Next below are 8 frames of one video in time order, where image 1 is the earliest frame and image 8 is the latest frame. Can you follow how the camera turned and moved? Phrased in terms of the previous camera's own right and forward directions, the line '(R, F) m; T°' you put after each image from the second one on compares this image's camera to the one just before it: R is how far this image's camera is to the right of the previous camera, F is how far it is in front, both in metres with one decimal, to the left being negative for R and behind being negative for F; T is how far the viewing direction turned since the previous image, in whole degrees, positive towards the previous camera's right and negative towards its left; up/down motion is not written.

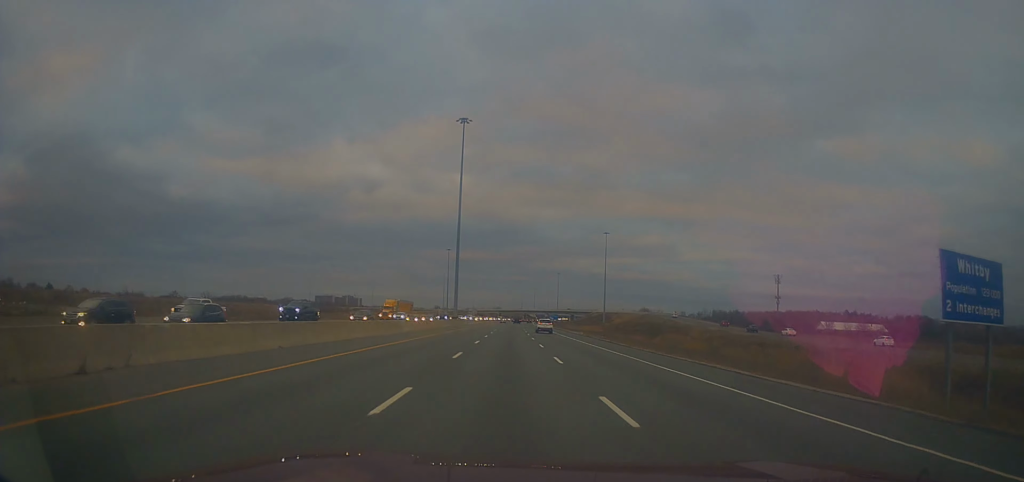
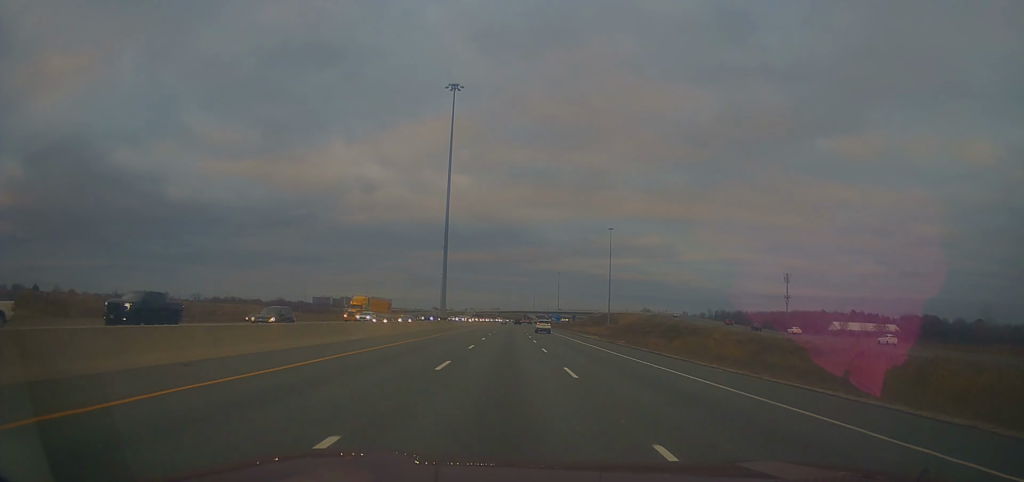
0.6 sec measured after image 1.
(0.0, +16.2) m; 0°
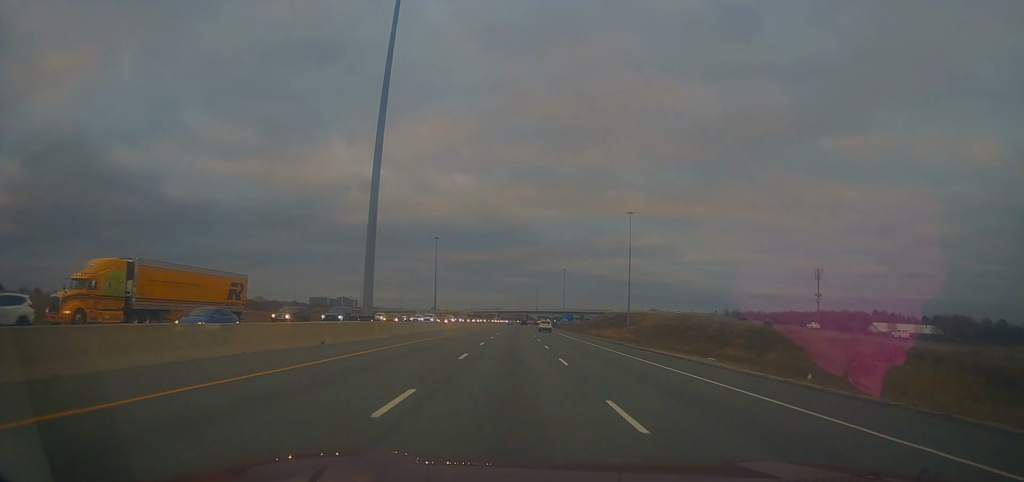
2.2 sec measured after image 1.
(-0.6, +43.1) m; -1°
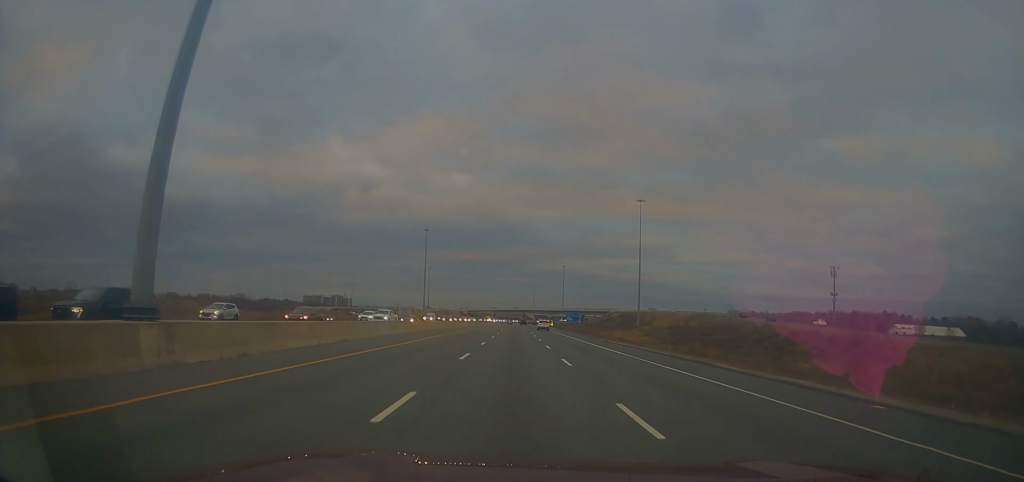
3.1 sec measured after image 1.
(-0.1, +24.3) m; +1°
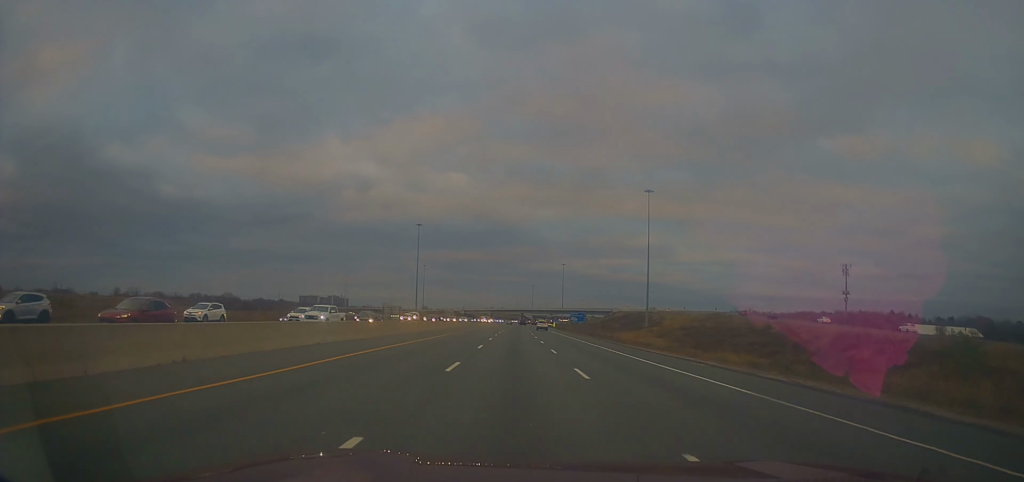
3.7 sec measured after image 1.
(+0.2, +16.2) m; +1°
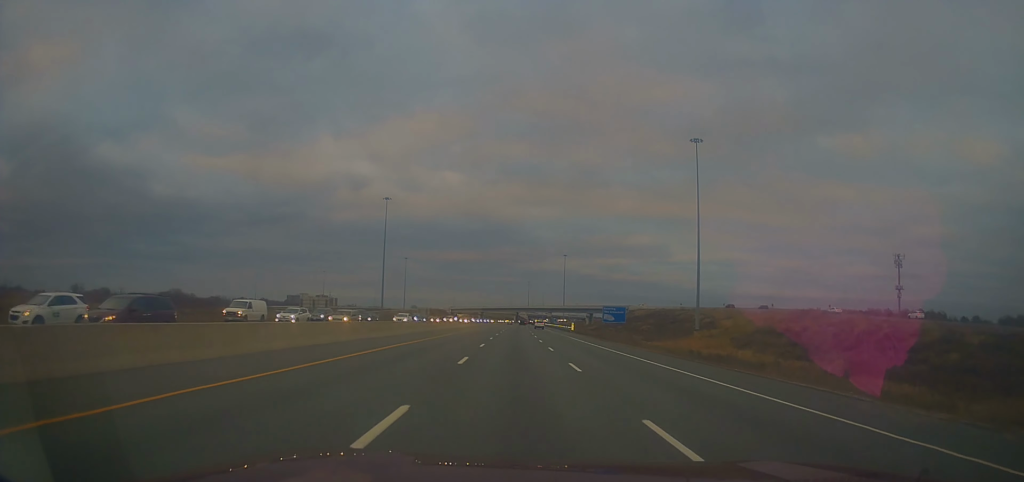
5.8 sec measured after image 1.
(-0.1, +57.5) m; +1°
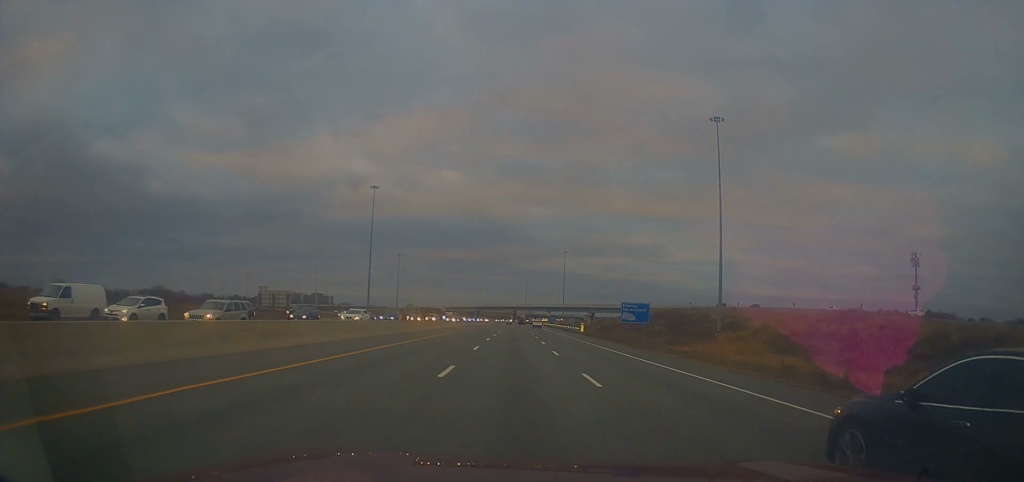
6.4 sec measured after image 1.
(+0.5, +16.2) m; 0°
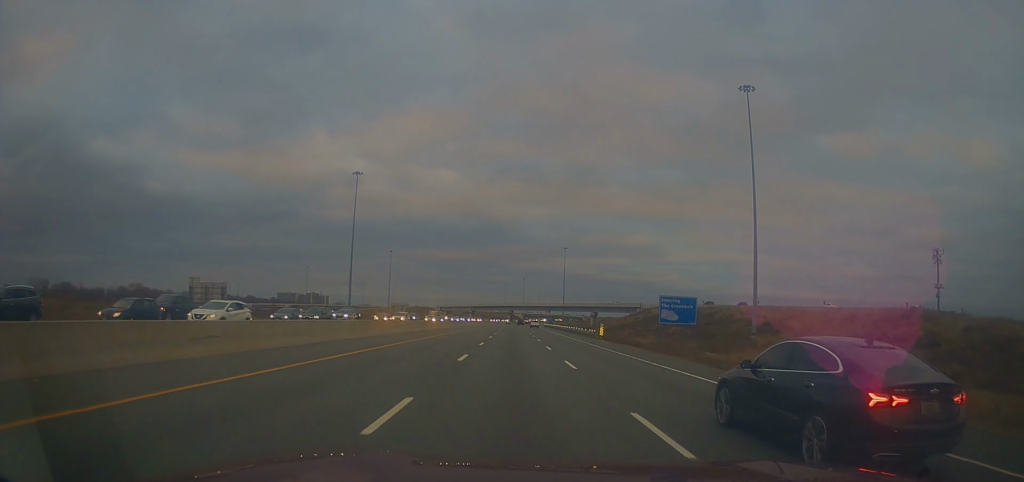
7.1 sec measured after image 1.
(+0.1, +18.9) m; 0°
